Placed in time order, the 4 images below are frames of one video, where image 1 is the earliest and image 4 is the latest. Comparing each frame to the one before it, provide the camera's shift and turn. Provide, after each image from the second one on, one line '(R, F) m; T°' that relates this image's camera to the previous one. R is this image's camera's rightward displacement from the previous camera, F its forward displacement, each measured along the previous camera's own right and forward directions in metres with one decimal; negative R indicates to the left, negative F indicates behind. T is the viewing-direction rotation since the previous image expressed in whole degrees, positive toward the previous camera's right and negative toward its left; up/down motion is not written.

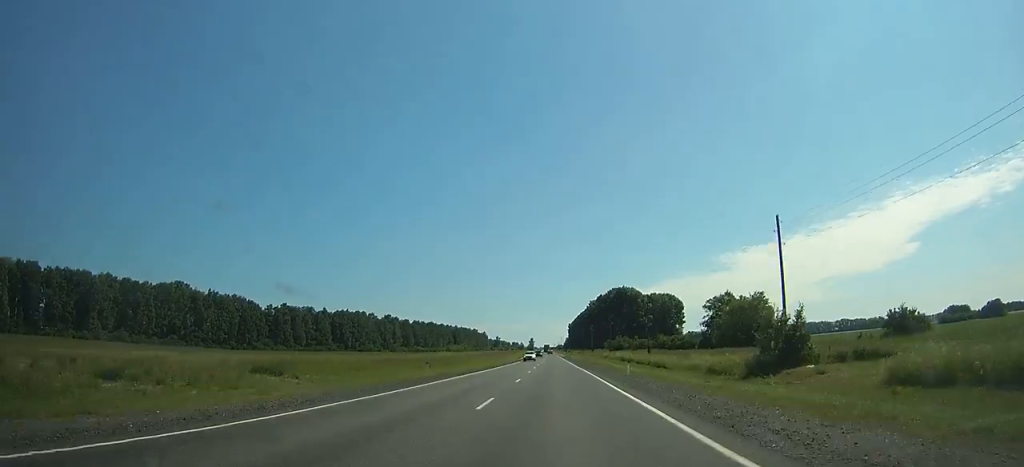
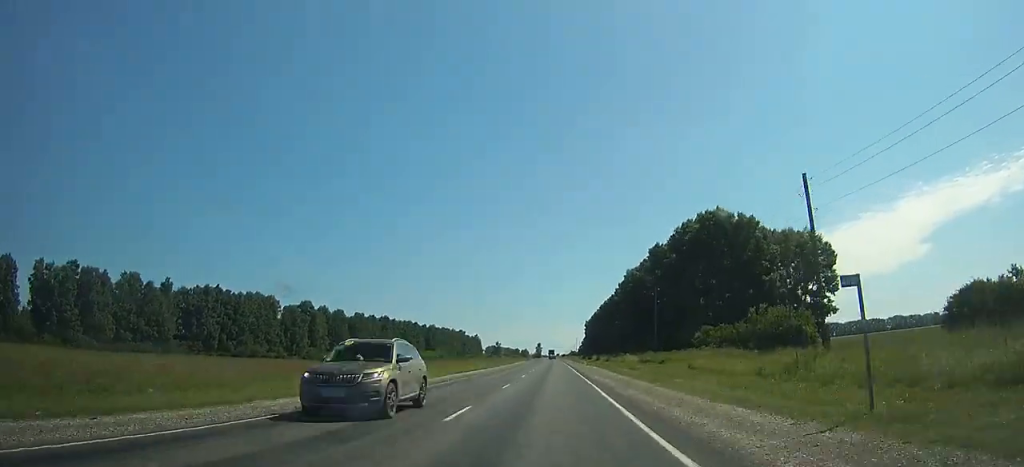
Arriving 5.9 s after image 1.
(-1.3, +157.4) m; -1°
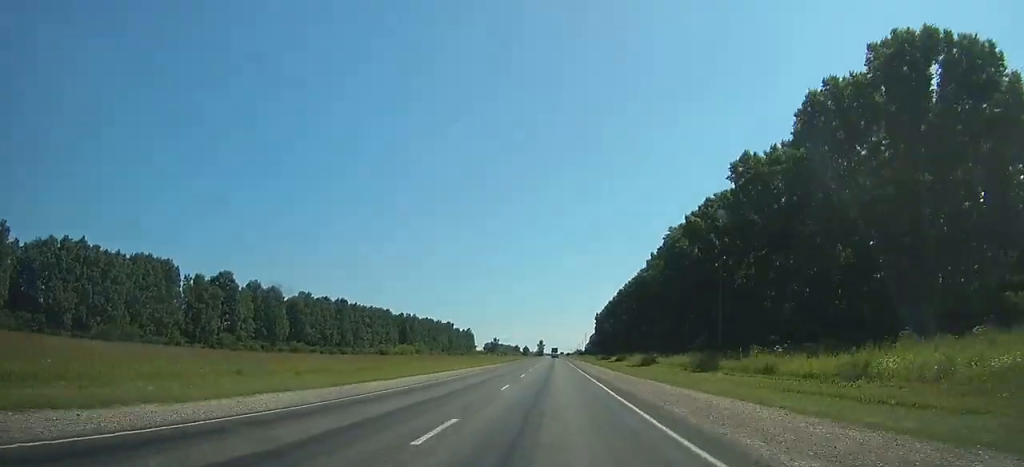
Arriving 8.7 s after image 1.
(-0.3, +75.5) m; 0°
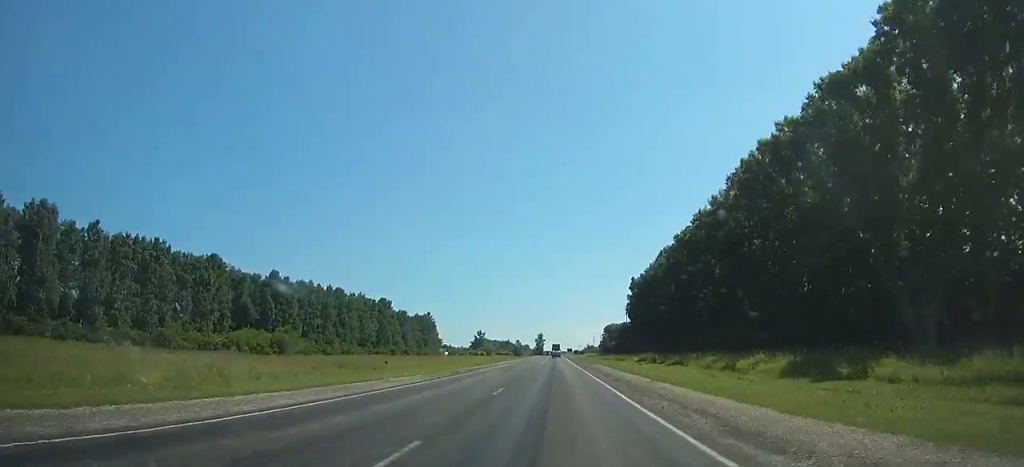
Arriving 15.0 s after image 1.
(-0.9, +169.4) m; 0°
